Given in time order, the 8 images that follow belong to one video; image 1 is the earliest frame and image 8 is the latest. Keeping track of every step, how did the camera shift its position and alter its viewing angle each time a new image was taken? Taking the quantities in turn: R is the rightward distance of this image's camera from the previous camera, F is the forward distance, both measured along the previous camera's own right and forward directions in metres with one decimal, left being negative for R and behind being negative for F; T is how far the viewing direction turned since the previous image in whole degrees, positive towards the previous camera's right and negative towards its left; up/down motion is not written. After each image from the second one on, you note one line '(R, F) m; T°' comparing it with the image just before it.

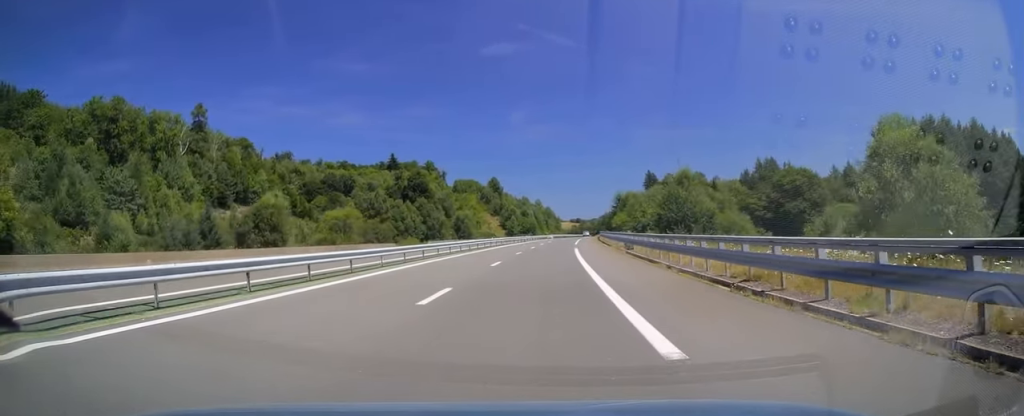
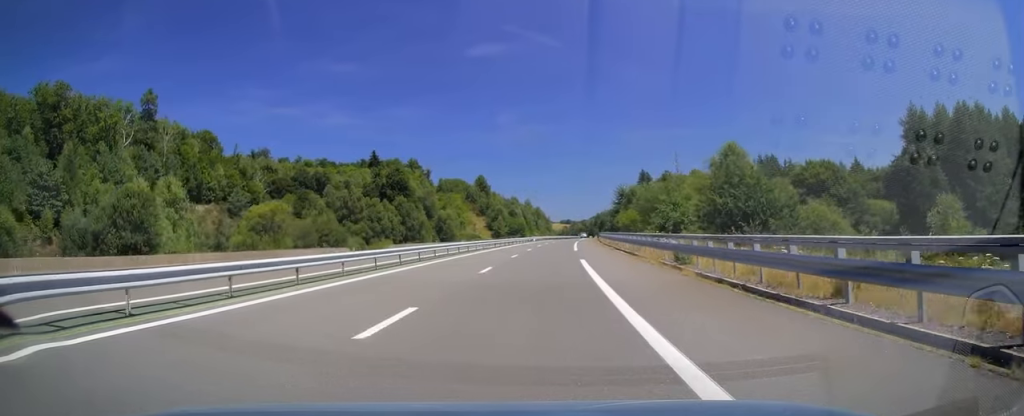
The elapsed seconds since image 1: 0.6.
(+0.1, +16.9) m; +1°
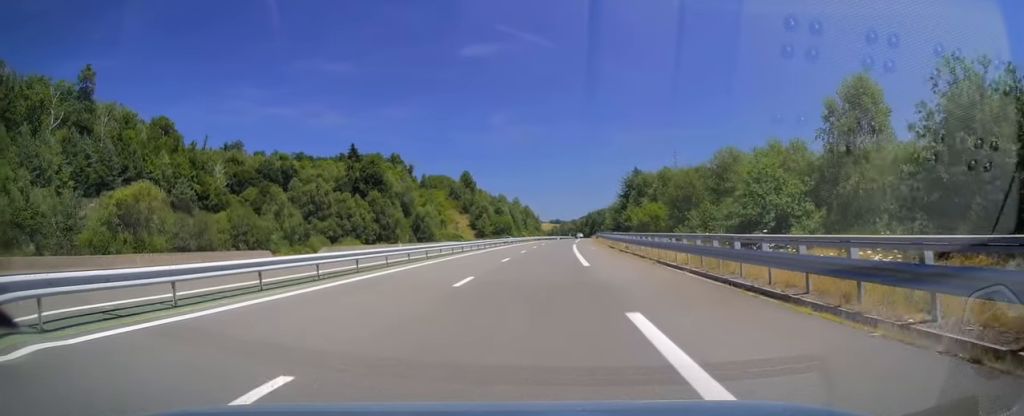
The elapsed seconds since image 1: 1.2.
(+0.2, +18.4) m; +1°
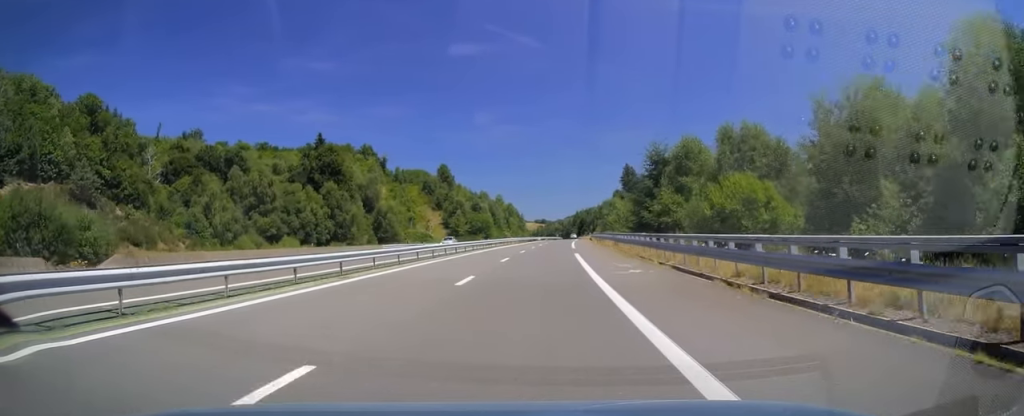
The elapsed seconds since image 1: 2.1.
(+0.3, +25.8) m; +1°
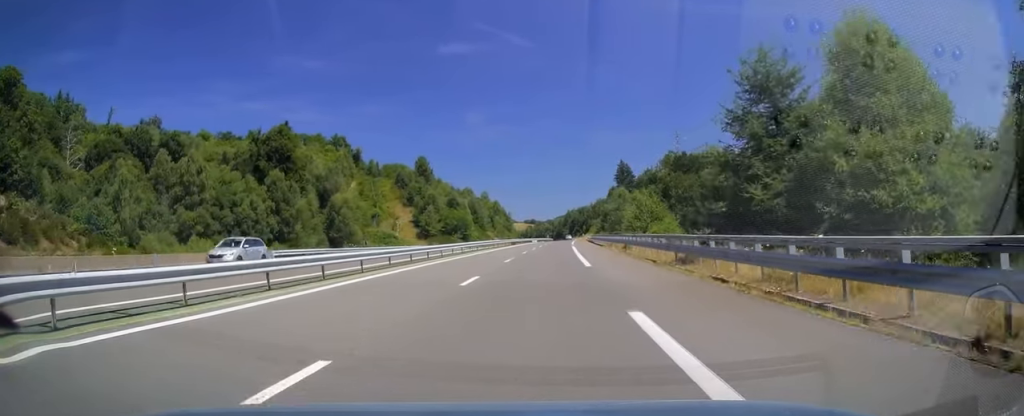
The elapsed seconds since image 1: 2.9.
(+0.2, +25.8) m; +1°
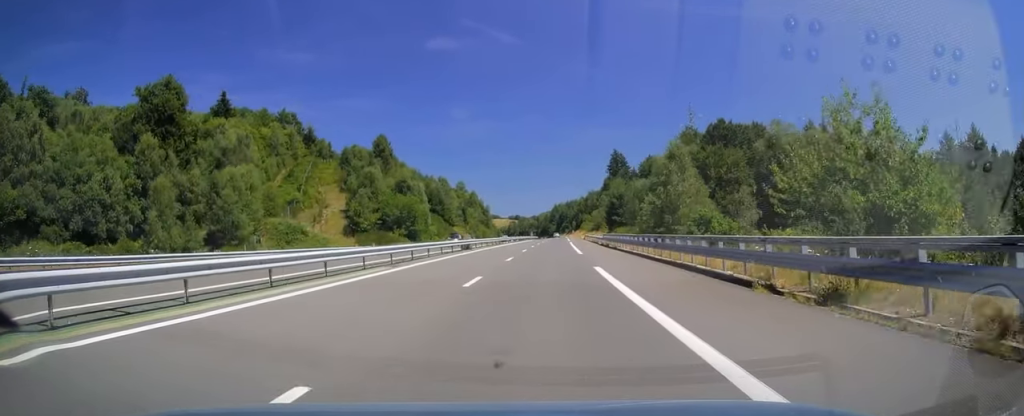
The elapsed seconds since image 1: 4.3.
(+0.4, +40.2) m; +1°
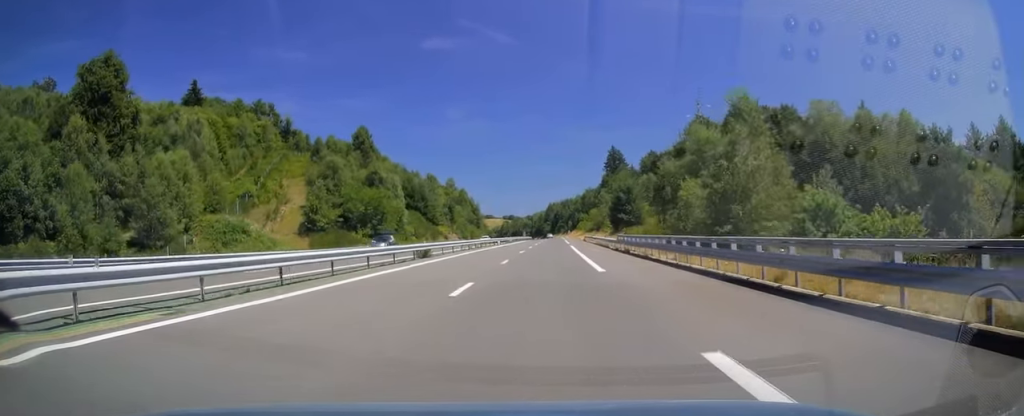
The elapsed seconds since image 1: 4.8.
(+0.1, +15.4) m; 0°
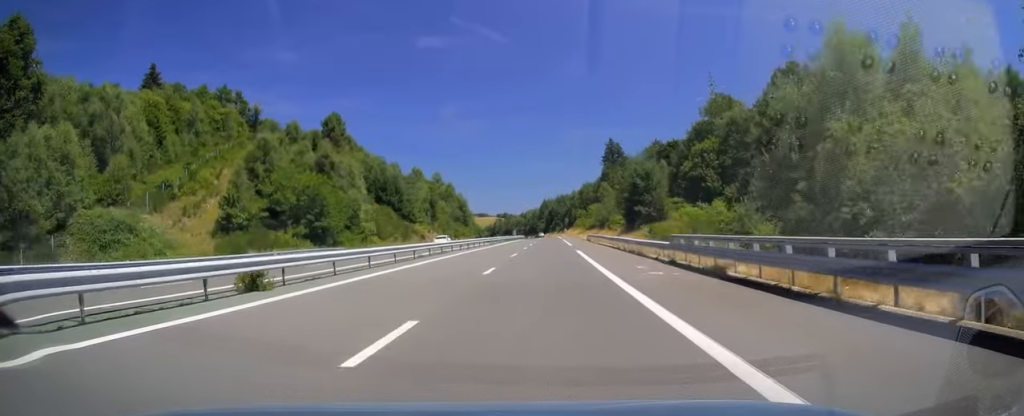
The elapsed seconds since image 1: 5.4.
(0.0, +19.9) m; 0°
